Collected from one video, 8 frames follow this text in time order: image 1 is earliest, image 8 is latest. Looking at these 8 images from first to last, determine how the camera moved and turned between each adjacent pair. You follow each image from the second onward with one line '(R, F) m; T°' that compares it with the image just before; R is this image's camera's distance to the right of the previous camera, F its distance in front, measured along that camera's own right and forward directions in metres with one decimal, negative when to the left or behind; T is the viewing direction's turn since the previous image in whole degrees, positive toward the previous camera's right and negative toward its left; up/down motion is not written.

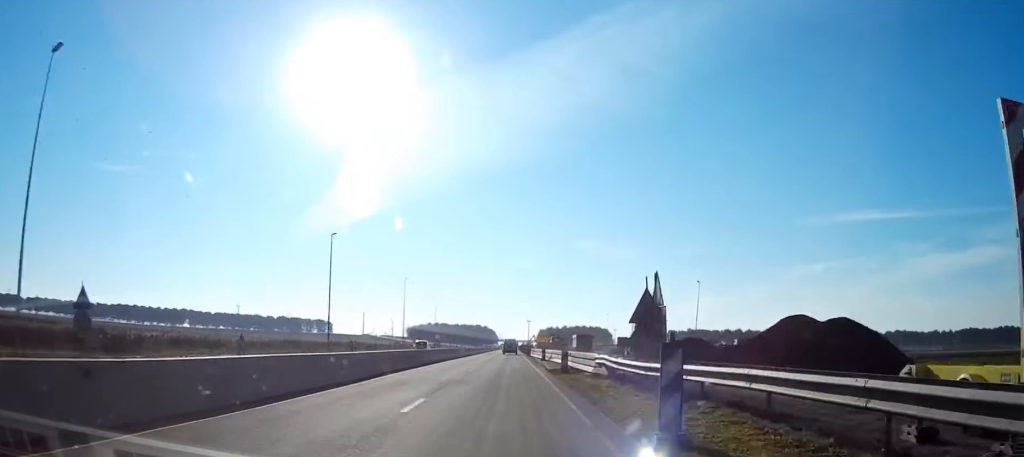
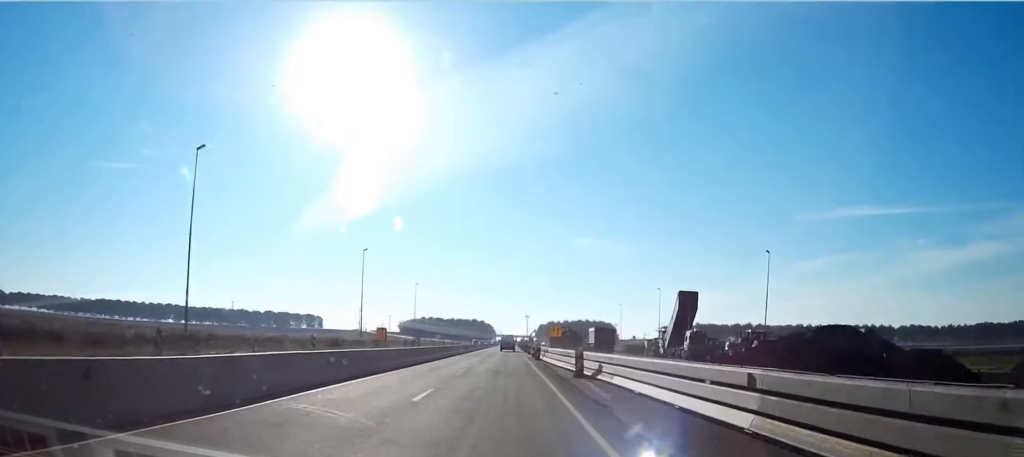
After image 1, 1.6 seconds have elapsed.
(0.0, +33.4) m; 0°
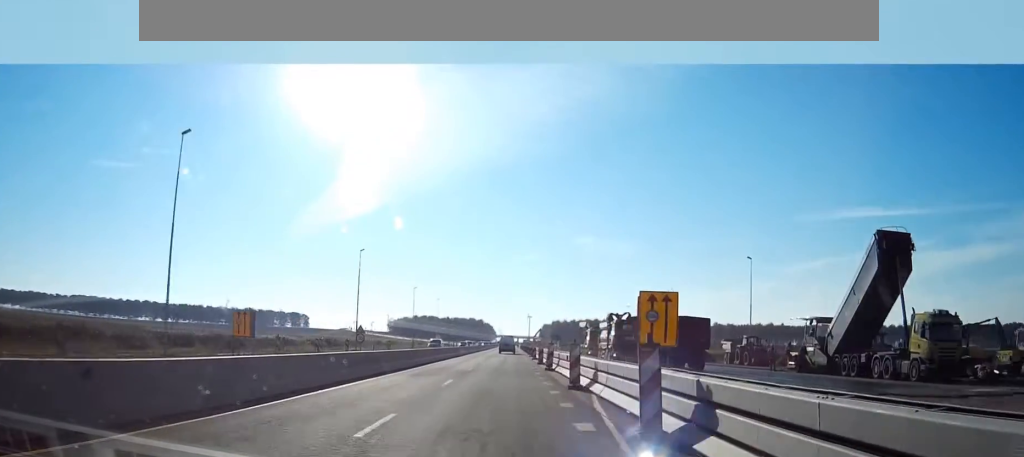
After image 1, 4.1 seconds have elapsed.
(-0.1, +52.6) m; 0°
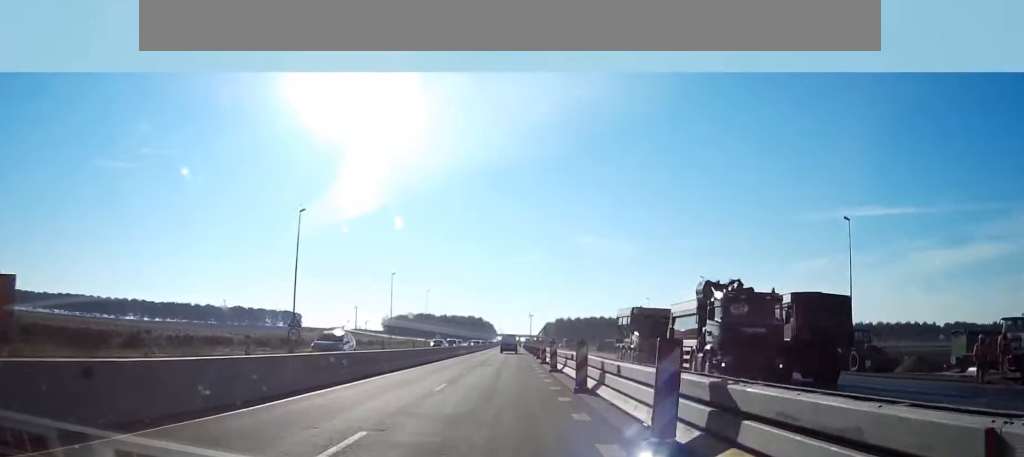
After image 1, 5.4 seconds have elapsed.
(-0.1, +26.2) m; 0°
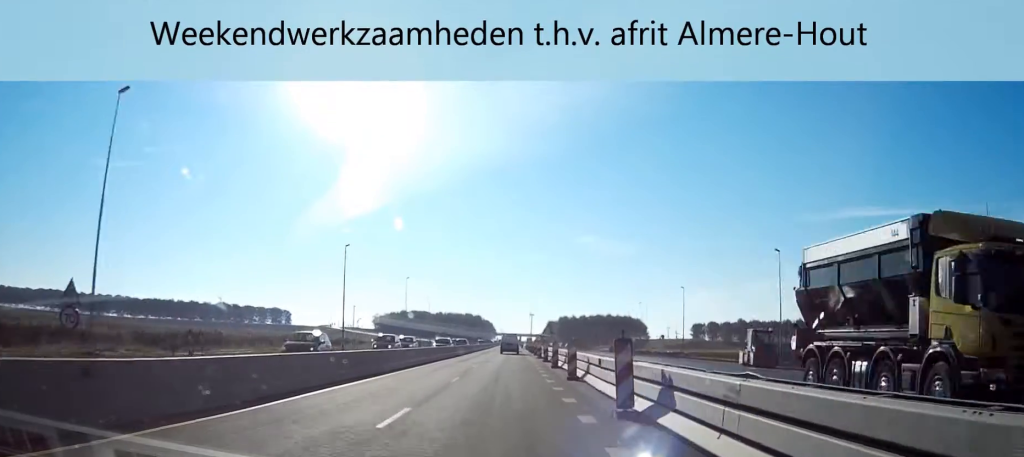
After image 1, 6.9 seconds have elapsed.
(0.0, +31.7) m; 0°
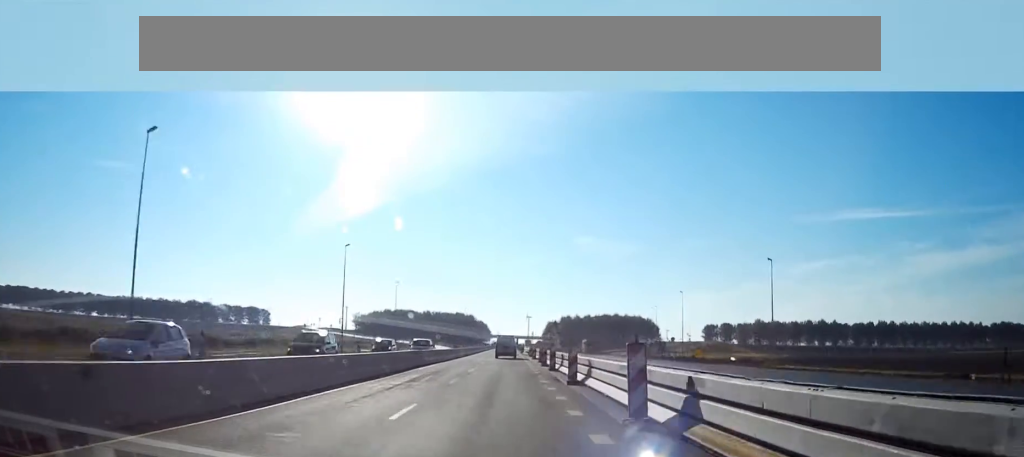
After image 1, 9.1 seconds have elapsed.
(0.0, +45.4) m; 0°
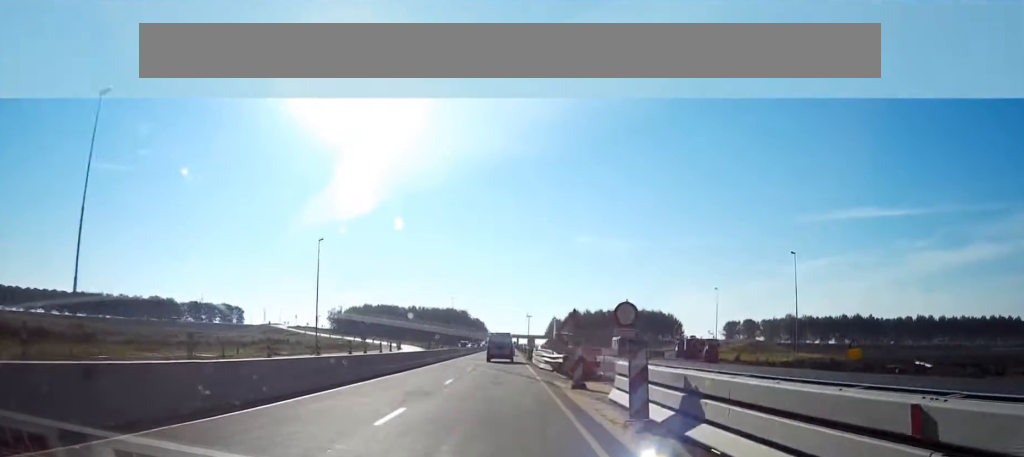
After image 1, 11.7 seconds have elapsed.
(0.0, +53.4) m; 0°
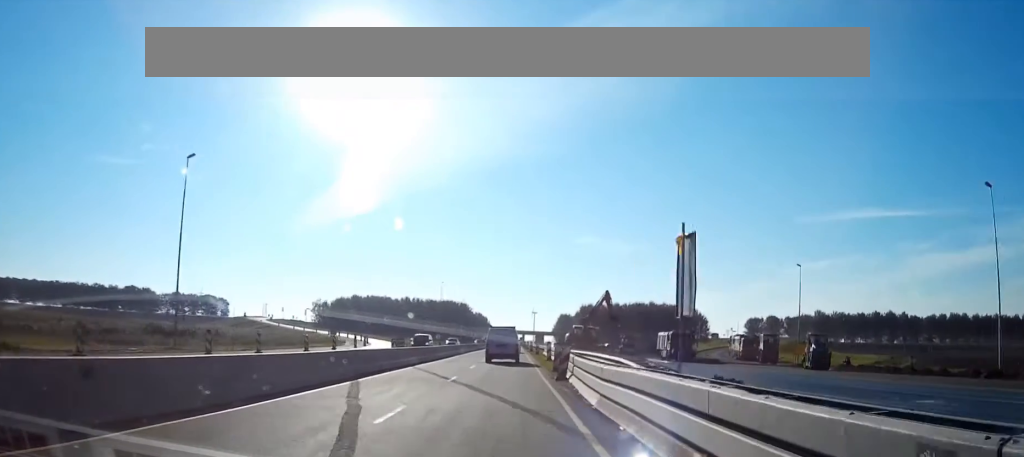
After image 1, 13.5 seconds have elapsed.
(+0.1, +35.5) m; -1°
